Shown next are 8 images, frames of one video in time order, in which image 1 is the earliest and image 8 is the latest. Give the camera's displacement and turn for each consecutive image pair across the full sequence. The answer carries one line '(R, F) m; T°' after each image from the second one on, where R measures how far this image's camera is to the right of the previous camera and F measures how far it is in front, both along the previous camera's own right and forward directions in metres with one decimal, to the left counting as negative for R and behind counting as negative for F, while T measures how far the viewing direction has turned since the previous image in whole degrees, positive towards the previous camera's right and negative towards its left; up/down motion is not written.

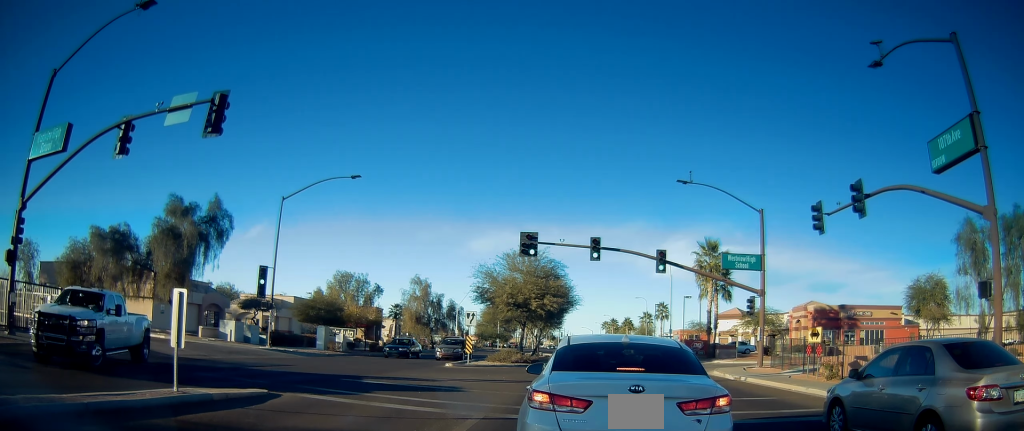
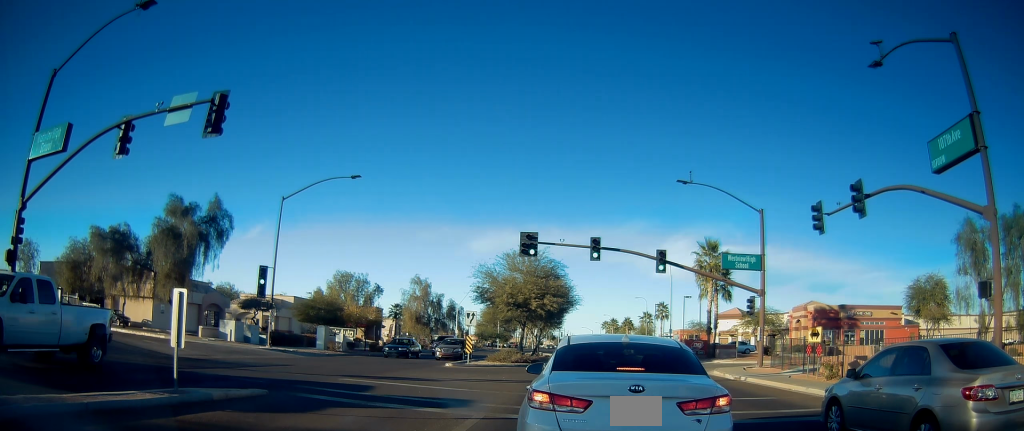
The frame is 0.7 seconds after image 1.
(0.0, 0.0) m; 0°
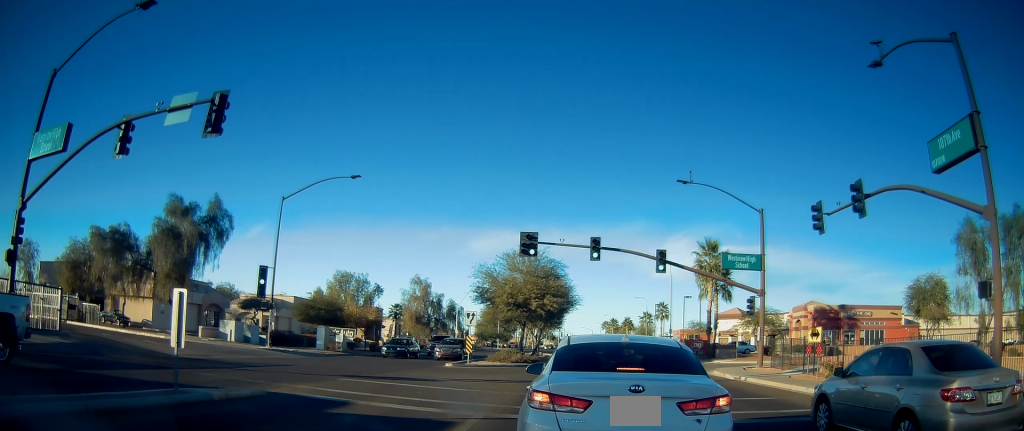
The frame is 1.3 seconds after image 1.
(0.0, 0.0) m; 0°
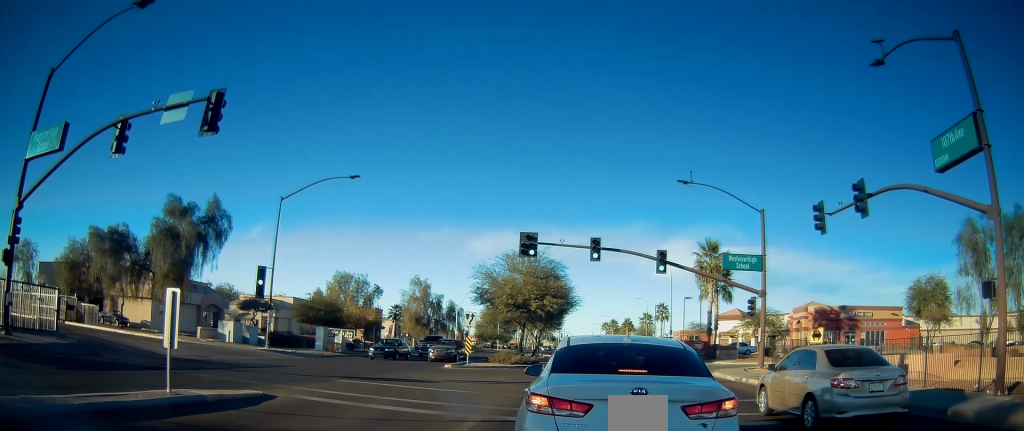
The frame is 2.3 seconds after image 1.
(+0.3, +0.6) m; 0°
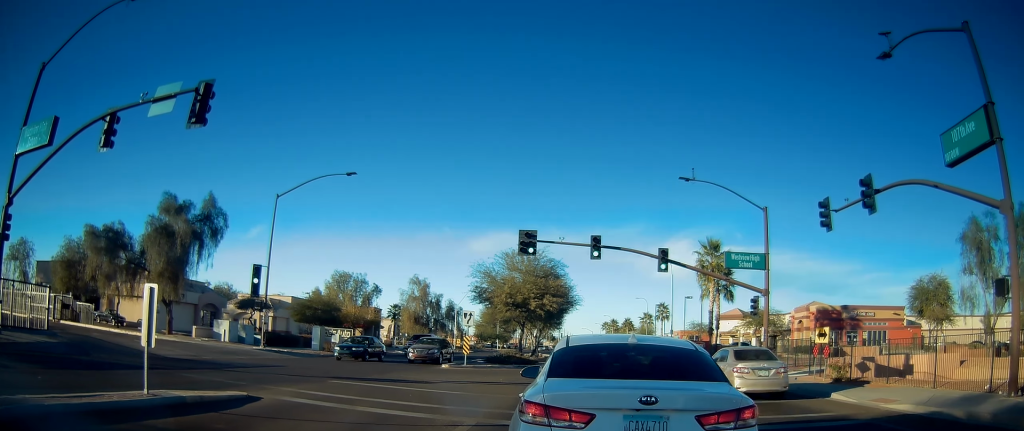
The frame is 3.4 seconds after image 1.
(+0.3, +0.7) m; 0°
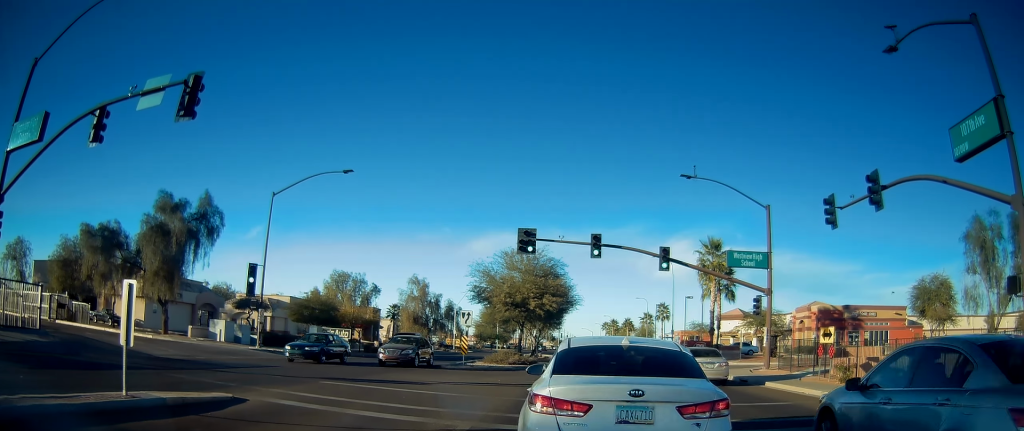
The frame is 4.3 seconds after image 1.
(+0.2, +0.5) m; 0°
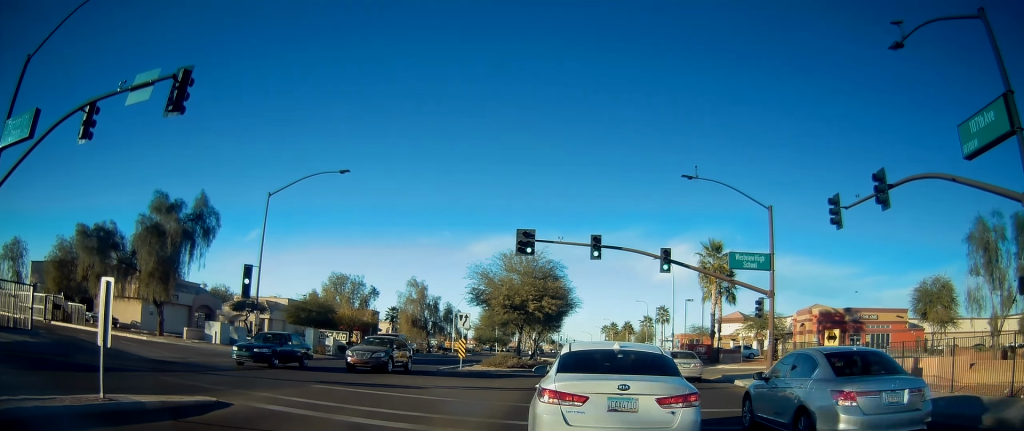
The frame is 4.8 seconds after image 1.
(+0.2, +0.4) m; 0°
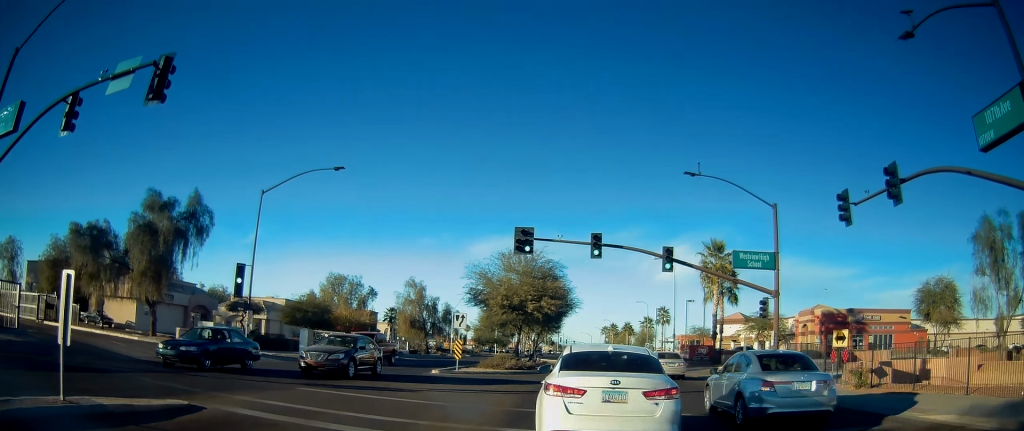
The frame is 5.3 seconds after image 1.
(+0.2, +0.4) m; 0°
